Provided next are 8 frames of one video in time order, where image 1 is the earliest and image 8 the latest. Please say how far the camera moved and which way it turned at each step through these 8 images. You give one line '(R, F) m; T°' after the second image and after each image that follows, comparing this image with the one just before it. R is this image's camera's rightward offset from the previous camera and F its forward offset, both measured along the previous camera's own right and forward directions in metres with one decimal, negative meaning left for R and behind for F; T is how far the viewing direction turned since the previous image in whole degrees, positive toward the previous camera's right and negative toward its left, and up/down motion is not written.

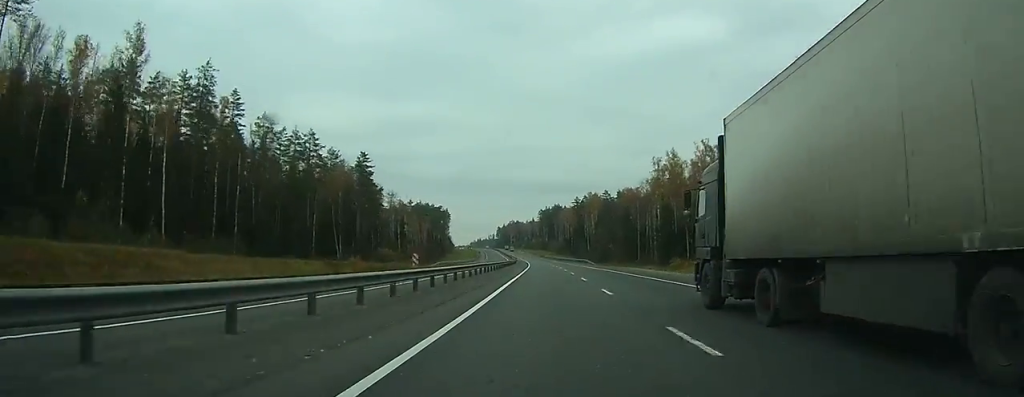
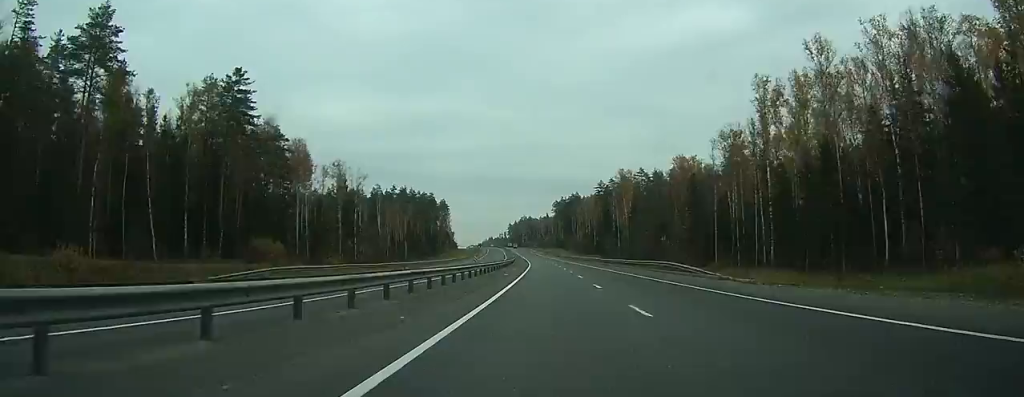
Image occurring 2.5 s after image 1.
(-0.8, +68.3) m; -1°
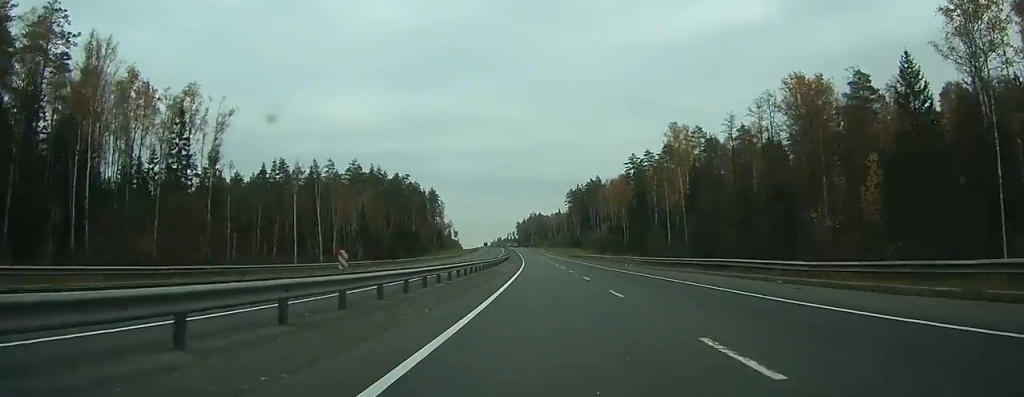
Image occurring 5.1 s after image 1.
(-0.7, +71.5) m; -1°
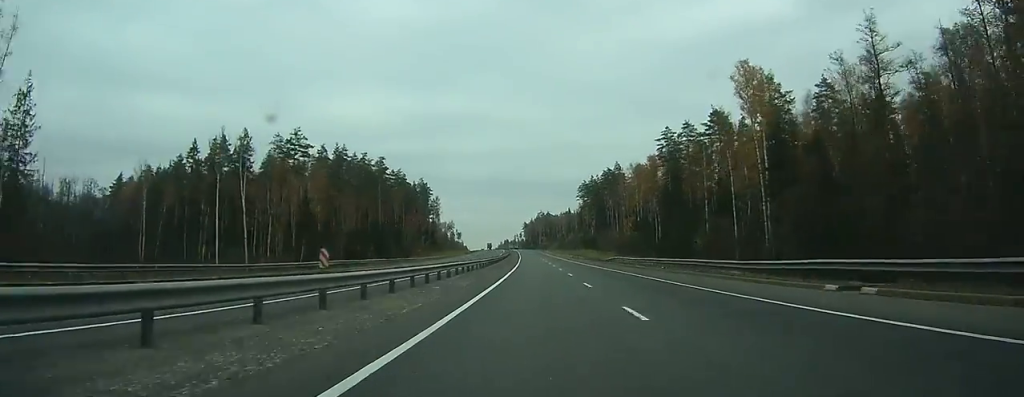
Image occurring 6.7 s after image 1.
(-0.3, +43.2) m; -1°
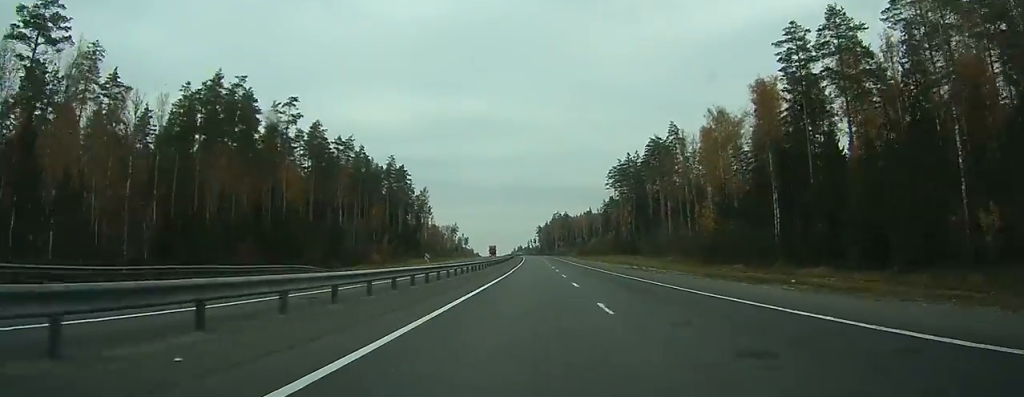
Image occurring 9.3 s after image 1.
(-1.0, +69.5) m; -1°
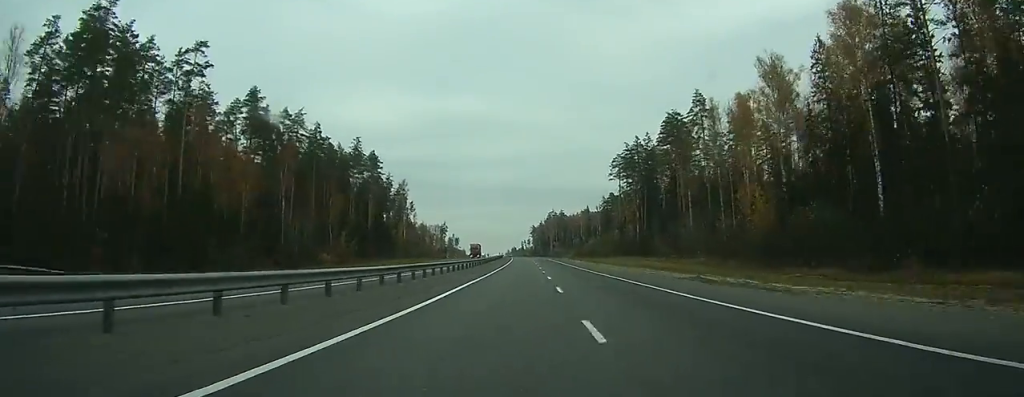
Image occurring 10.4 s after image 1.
(-0.1, +28.9) m; 0°
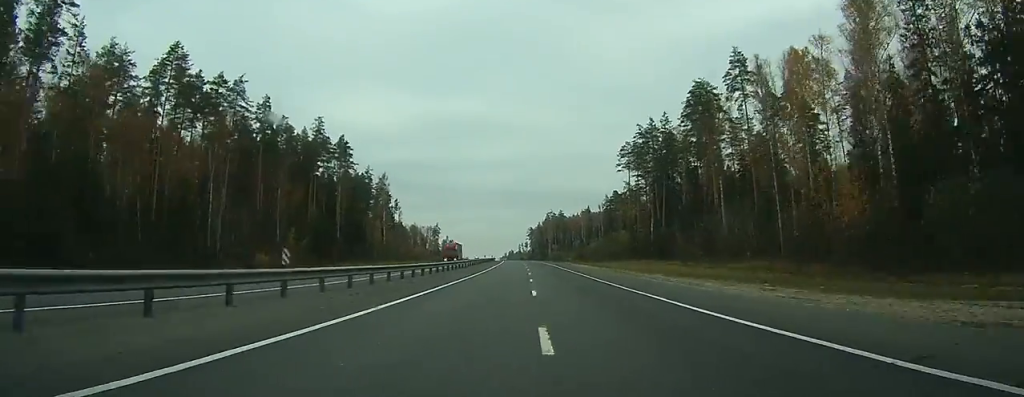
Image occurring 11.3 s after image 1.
(+0.1, +26.0) m; 0°
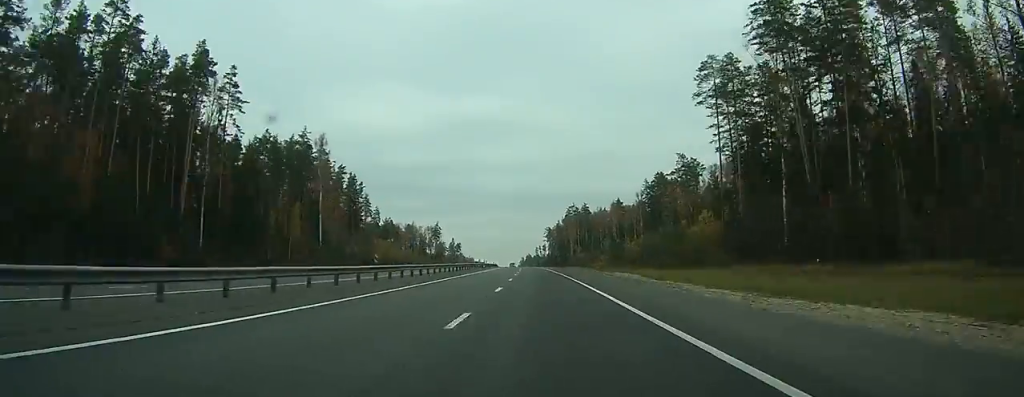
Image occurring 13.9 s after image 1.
(-0.6, +71.6) m; -2°
